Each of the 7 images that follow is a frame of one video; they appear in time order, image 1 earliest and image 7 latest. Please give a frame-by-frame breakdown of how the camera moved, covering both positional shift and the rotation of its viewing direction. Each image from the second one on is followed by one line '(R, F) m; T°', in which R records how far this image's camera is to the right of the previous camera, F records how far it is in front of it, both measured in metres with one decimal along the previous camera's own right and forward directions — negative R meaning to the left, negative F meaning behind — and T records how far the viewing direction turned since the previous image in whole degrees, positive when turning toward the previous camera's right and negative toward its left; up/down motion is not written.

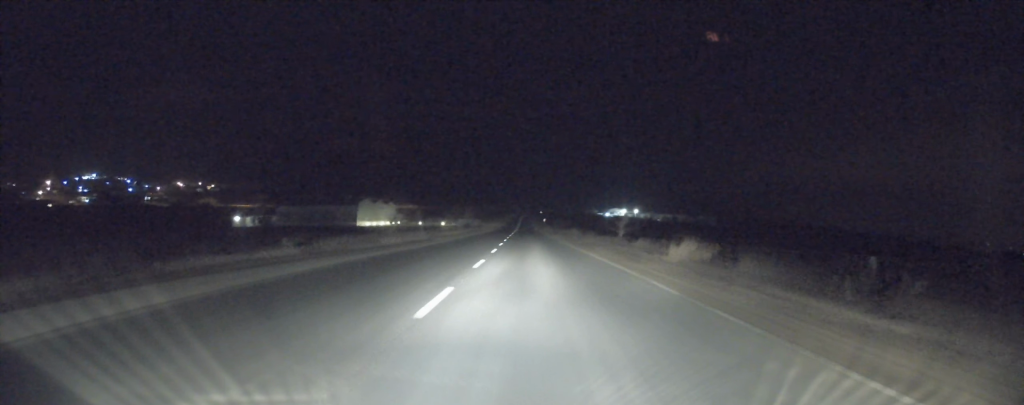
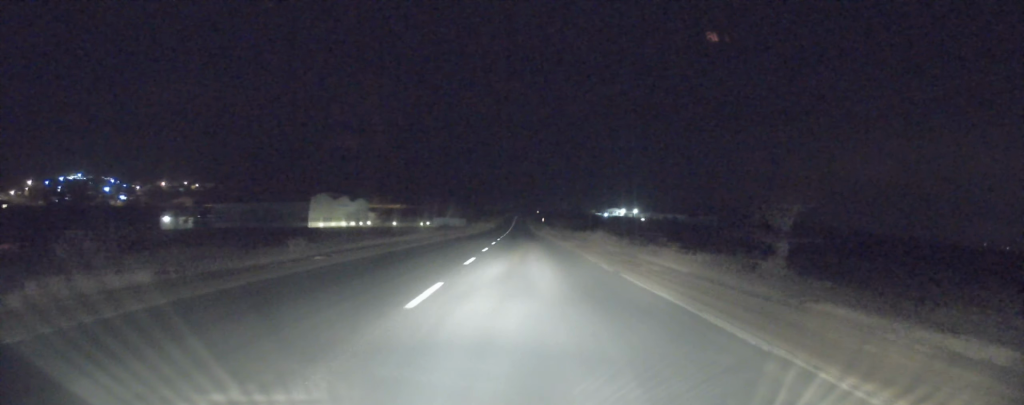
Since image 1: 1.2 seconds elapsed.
(-0.2, +25.3) m; +1°
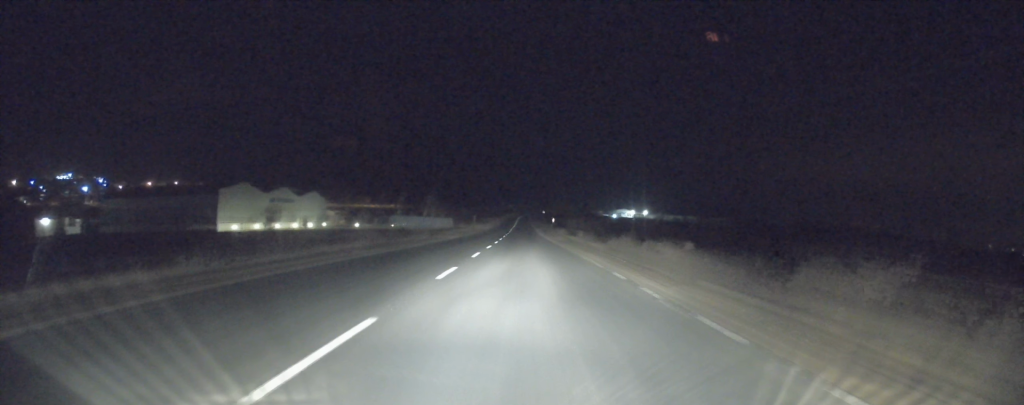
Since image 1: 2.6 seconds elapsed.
(+0.6, +31.0) m; +1°
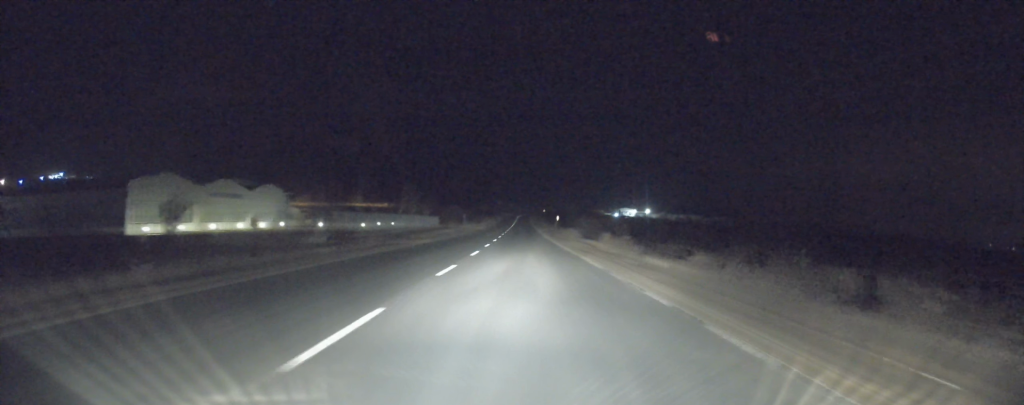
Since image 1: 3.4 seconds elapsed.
(0.0, +16.9) m; 0°
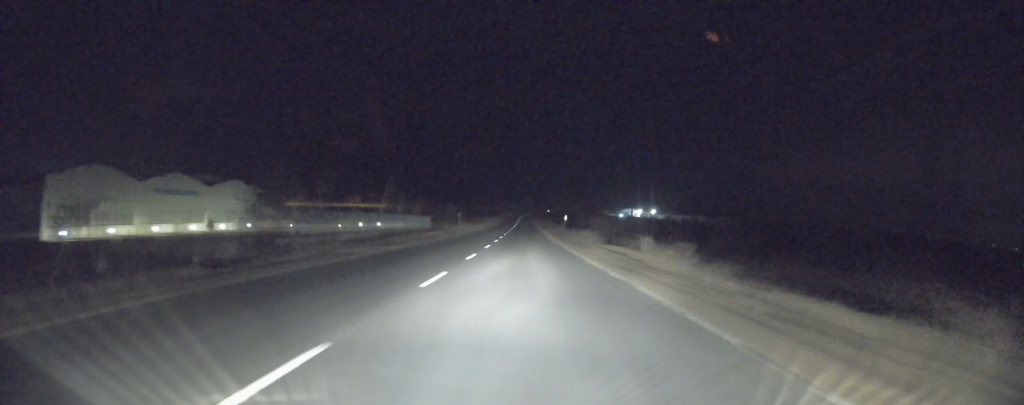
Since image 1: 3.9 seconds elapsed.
(0.0, +11.1) m; -1°
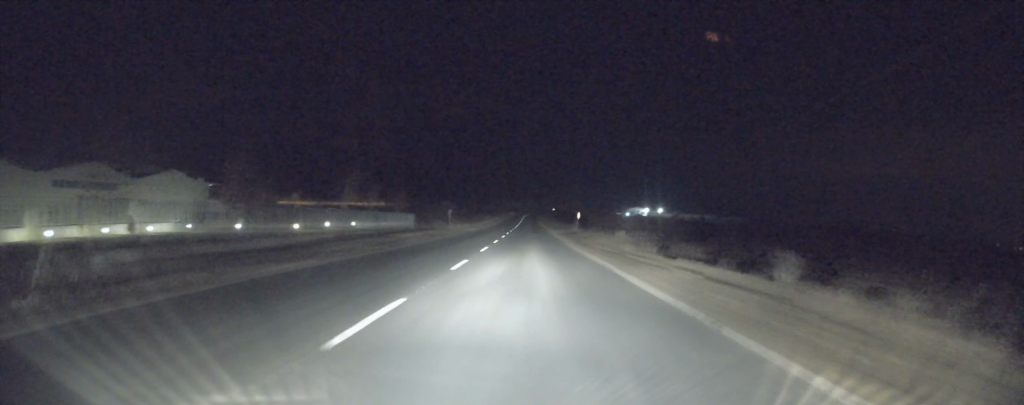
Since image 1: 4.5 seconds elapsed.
(-0.1, +14.1) m; -1°
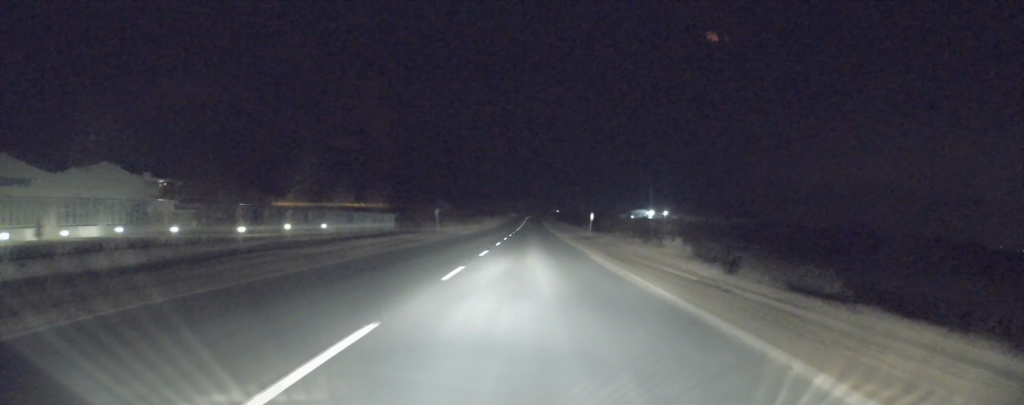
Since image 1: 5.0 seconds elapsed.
(-0.2, +11.2) m; -1°
